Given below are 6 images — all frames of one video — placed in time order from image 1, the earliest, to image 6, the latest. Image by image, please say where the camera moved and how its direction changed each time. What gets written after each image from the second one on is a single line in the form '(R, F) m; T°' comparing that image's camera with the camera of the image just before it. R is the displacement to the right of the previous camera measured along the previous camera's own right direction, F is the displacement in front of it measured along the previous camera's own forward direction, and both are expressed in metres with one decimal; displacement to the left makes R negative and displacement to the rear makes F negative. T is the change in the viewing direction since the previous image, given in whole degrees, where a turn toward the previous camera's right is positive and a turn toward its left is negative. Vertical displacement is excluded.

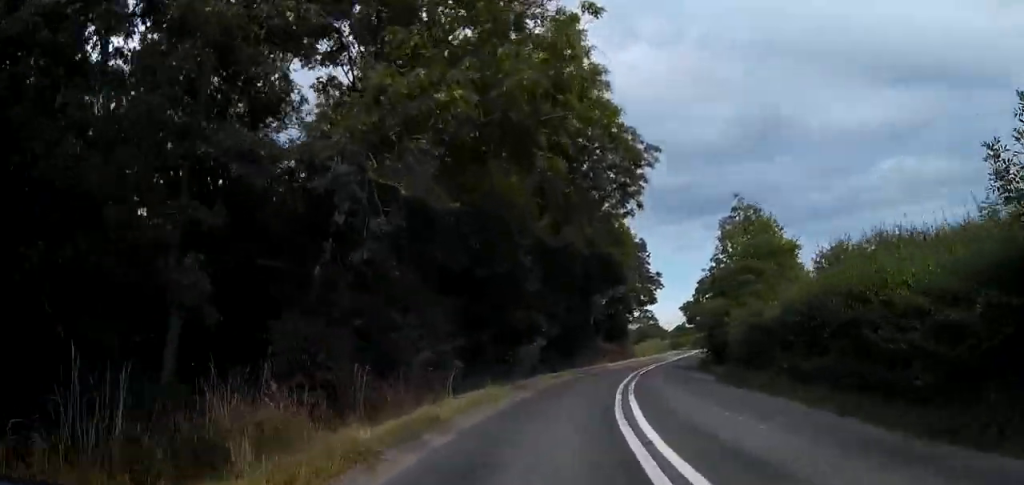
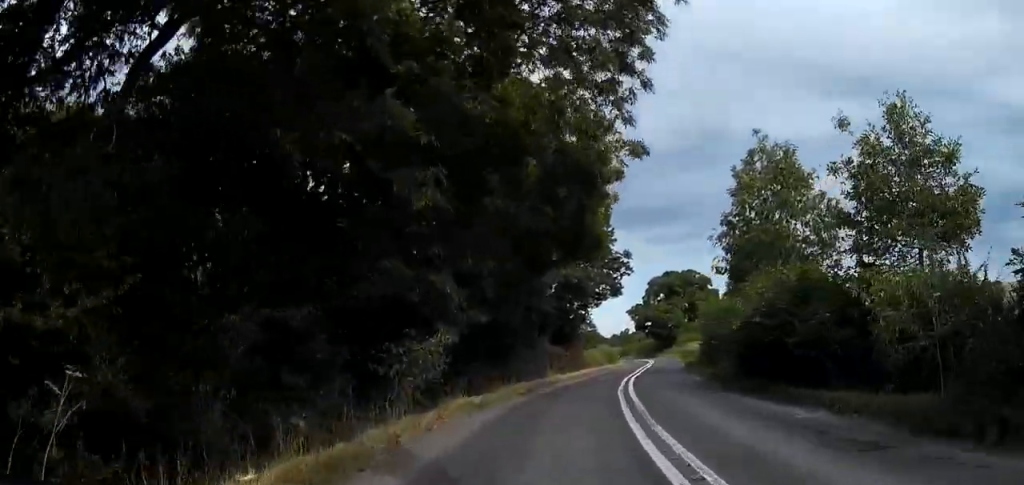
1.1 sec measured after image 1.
(+1.0, +15.9) m; +7°
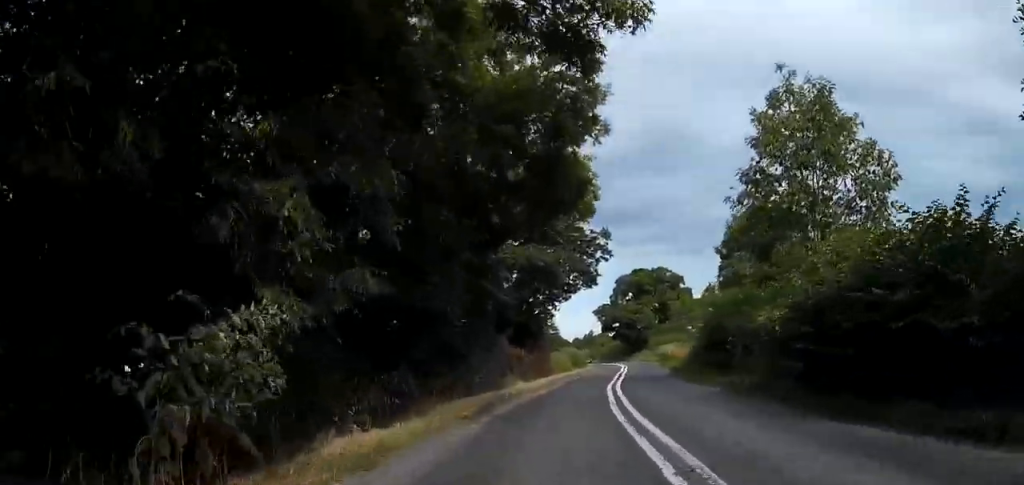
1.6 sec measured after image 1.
(+0.4, +8.1) m; +2°
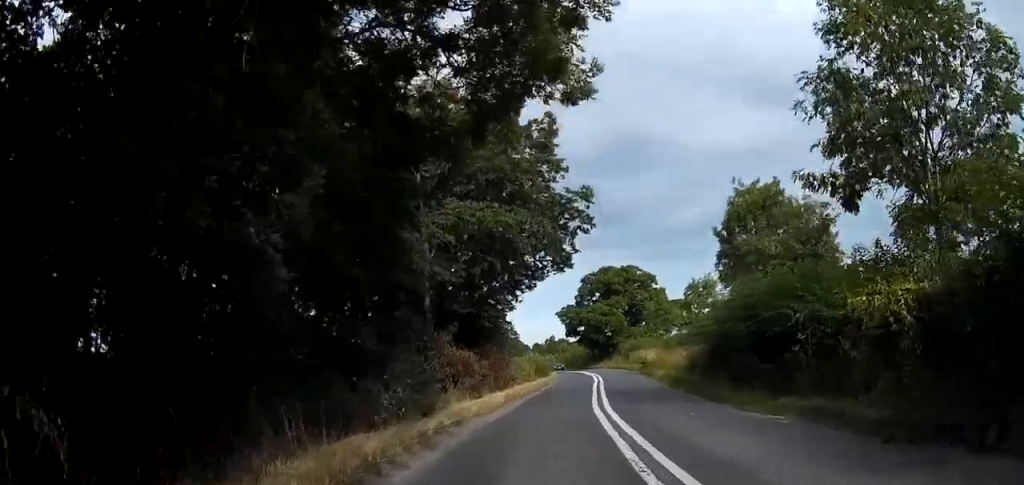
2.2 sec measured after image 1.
(+0.2, +9.1) m; +1°
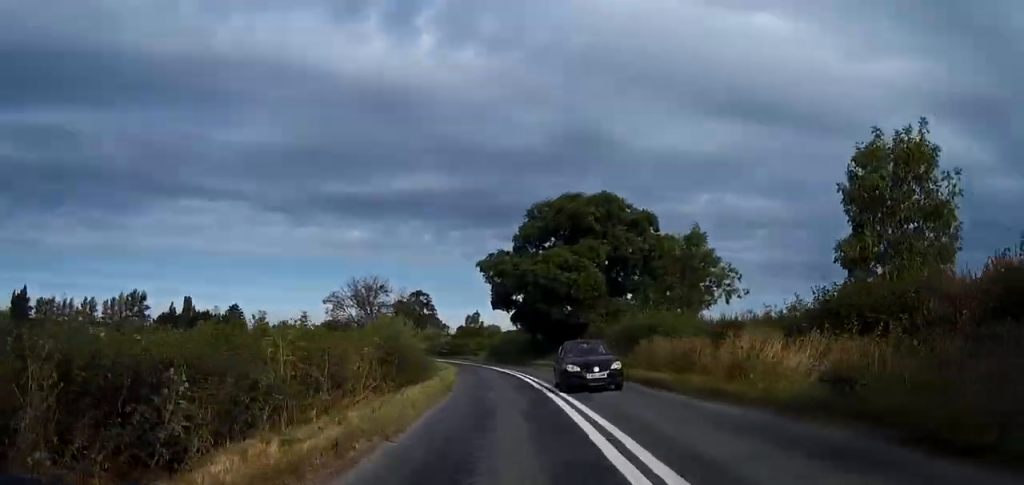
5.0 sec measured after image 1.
(0.0, +43.0) m; 0°
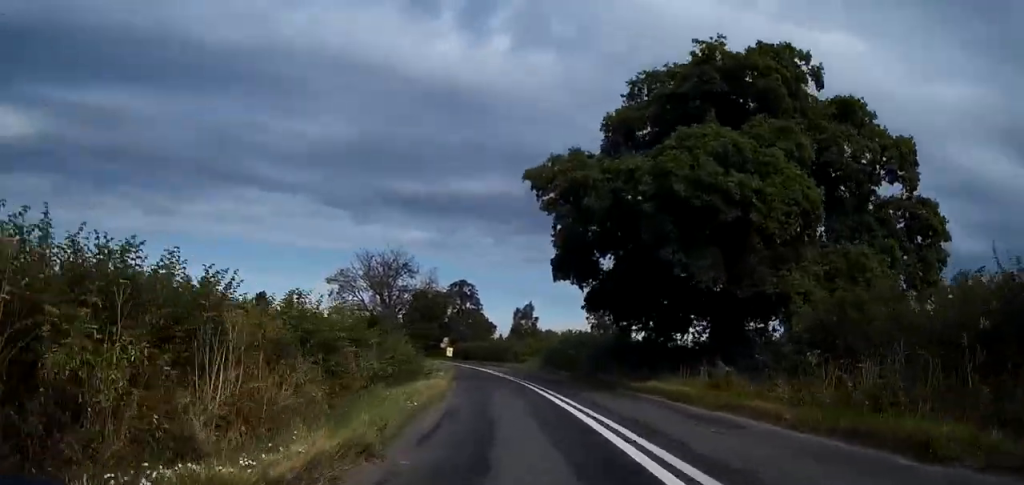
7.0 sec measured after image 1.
(0.0, +30.6) m; 0°
